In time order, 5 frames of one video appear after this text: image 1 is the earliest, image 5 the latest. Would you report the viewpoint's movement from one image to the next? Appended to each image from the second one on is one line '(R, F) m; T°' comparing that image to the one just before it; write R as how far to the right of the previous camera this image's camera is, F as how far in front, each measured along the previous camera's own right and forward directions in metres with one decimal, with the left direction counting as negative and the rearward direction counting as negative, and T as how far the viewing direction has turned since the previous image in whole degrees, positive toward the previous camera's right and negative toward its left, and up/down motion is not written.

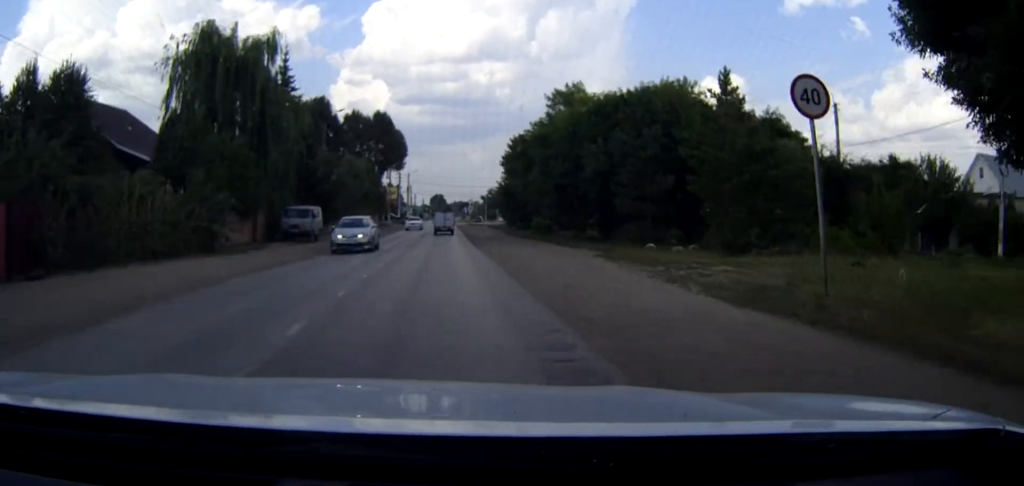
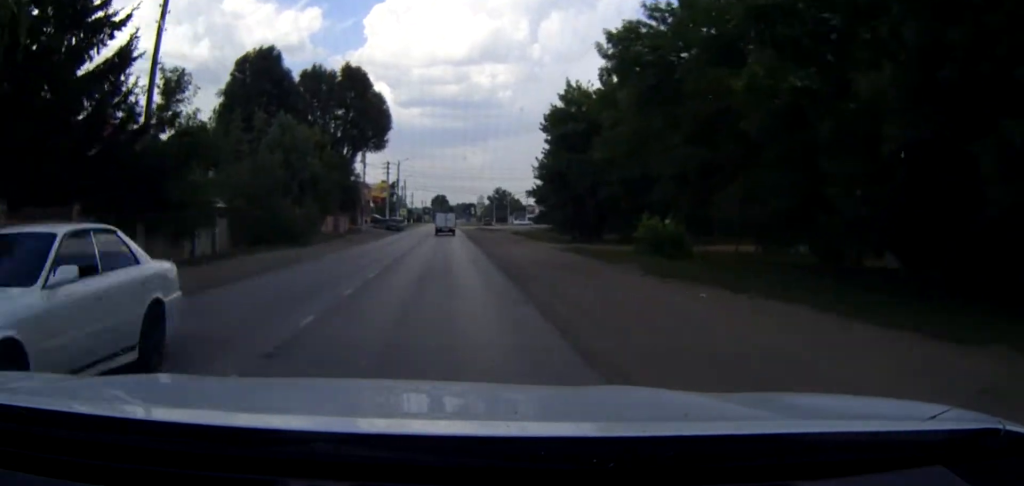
(-0.1, +35.4) m; 0°
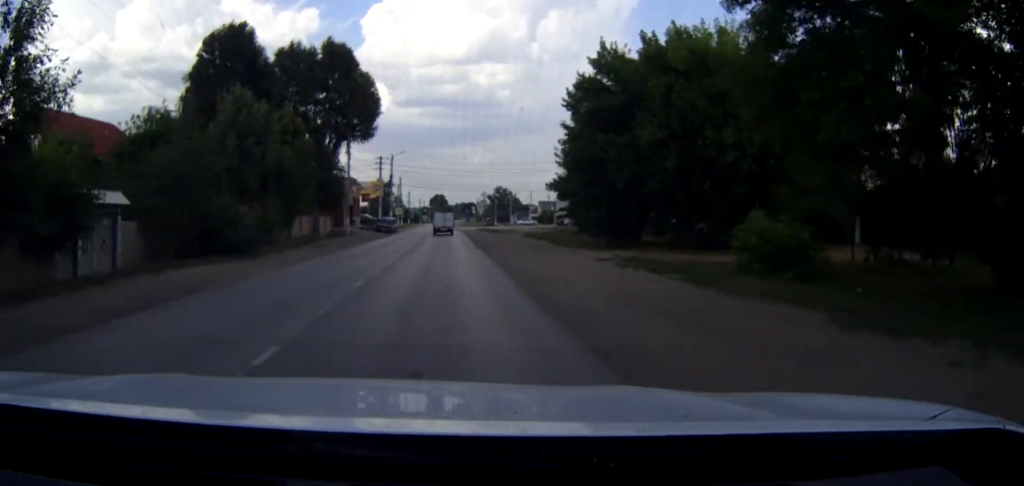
(0.0, +10.4) m; 0°
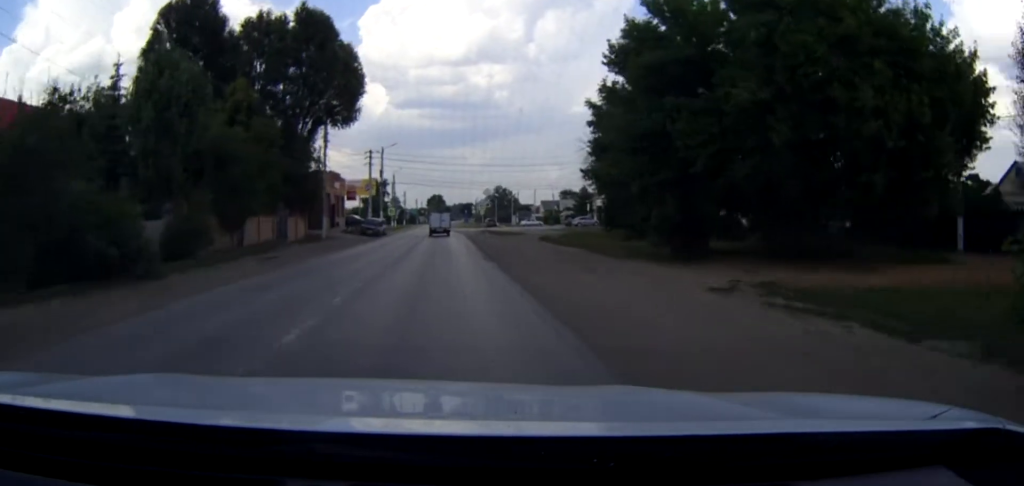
(0.0, +10.9) m; 0°
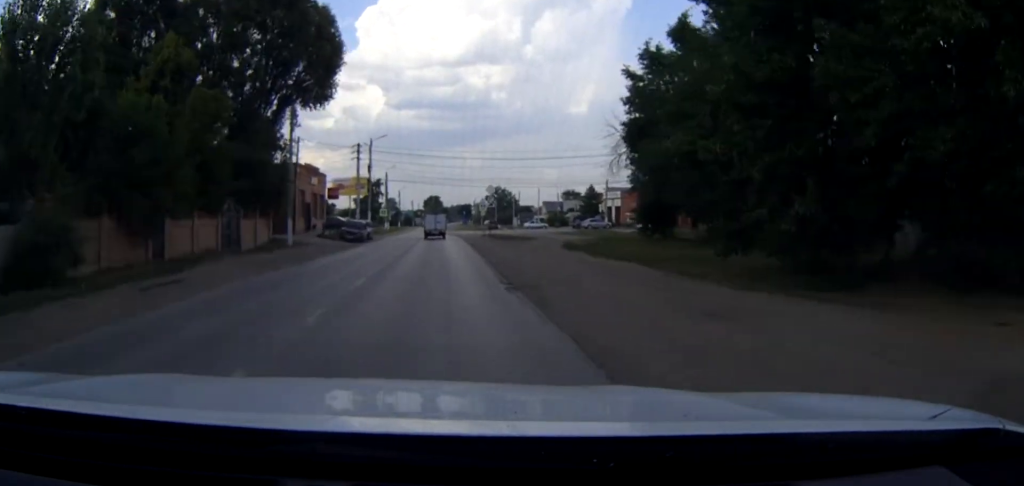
(0.0, +10.3) m; 0°
